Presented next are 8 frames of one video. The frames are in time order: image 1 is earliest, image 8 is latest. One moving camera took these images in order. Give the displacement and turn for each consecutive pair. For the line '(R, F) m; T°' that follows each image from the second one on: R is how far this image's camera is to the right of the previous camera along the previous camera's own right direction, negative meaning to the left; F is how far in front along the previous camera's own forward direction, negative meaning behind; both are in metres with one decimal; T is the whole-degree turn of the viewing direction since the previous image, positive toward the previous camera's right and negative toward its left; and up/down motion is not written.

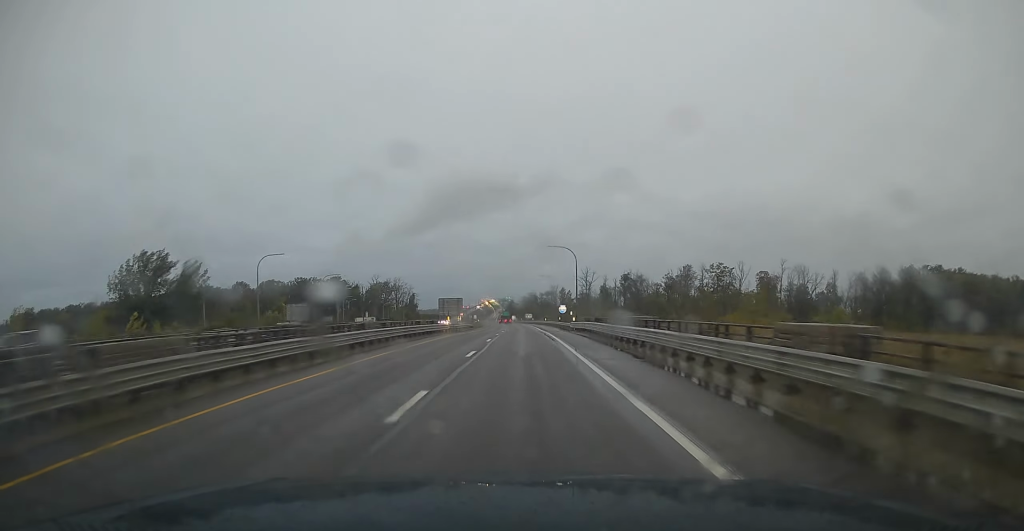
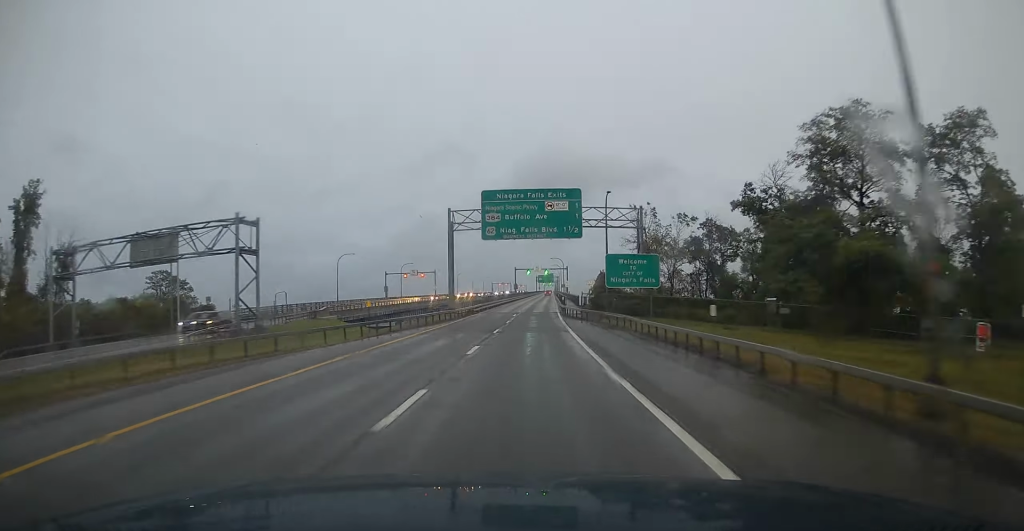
(-13.2, +412.0) m; -1°
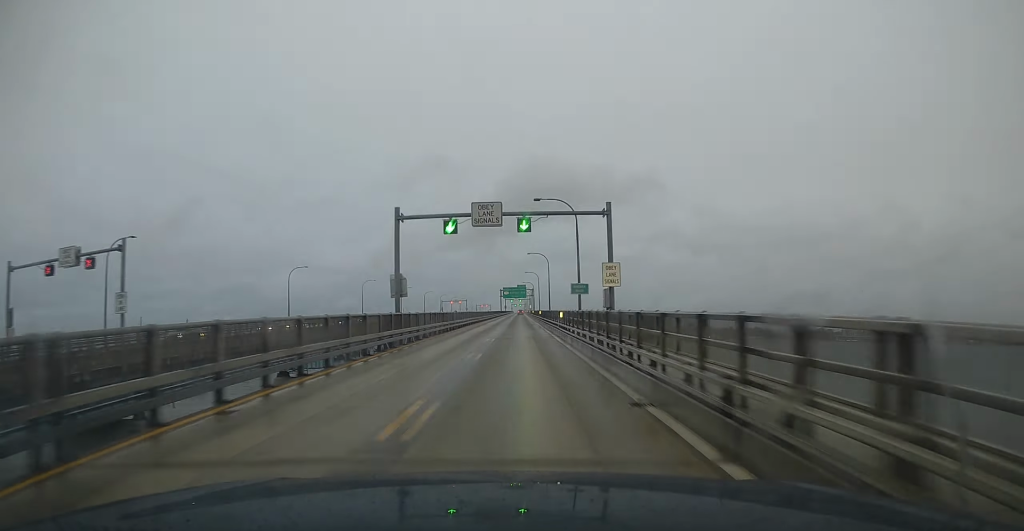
(+1.7, +103.8) m; +1°
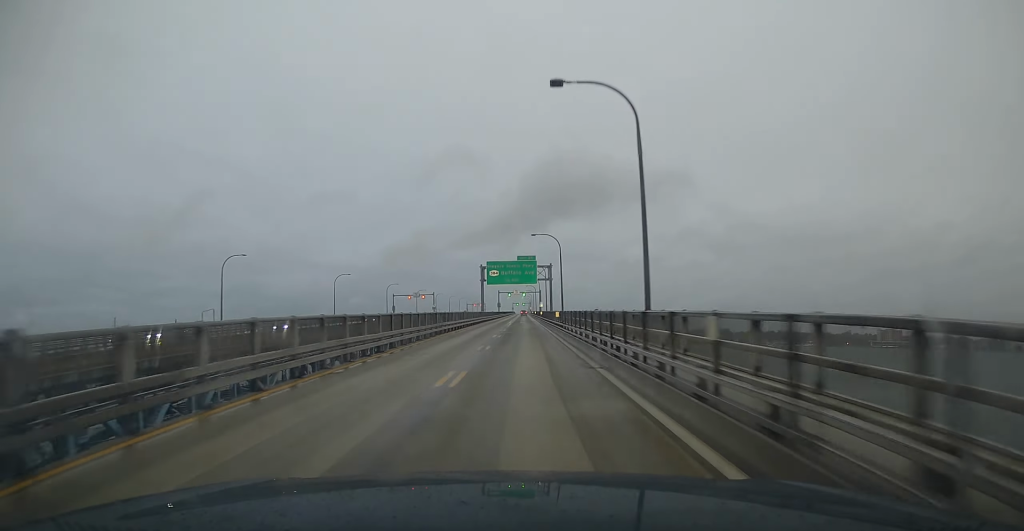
(+0.9, +115.9) m; 0°
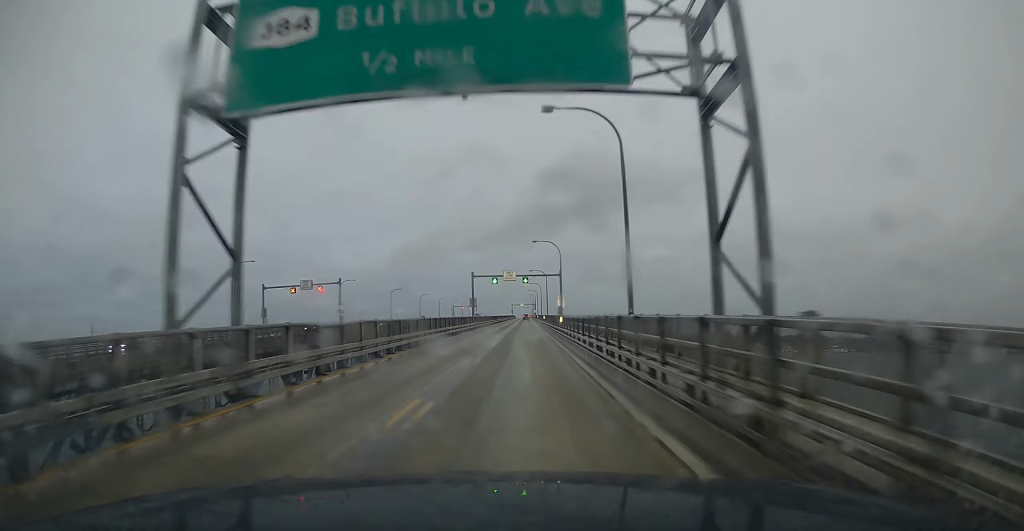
(0.0, +89.3) m; 0°
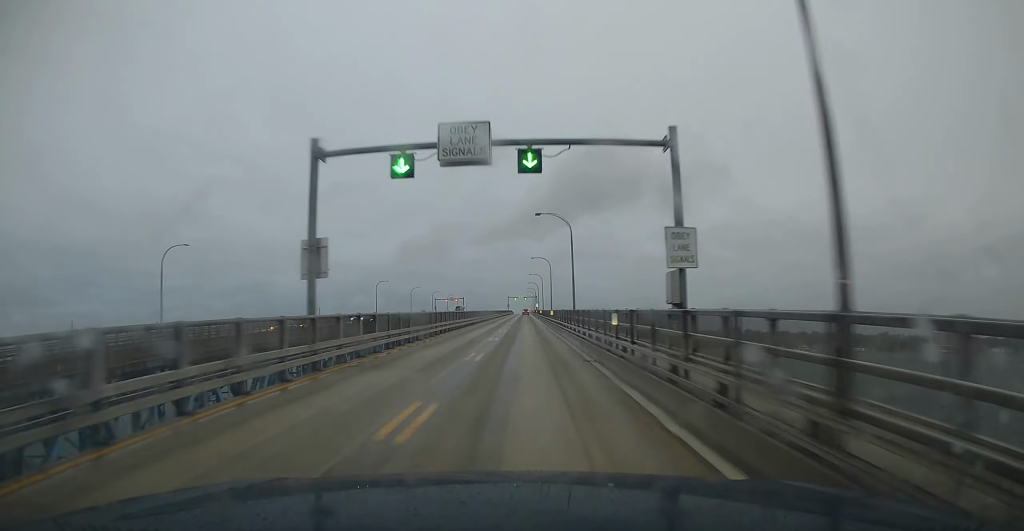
(0.0, +61.3) m; 0°
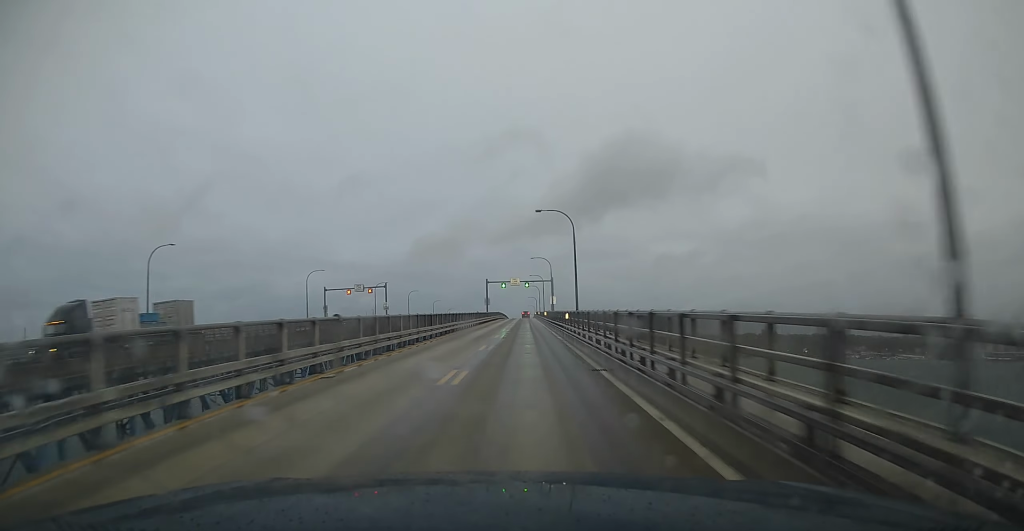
(0.0, +138.6) m; 0°
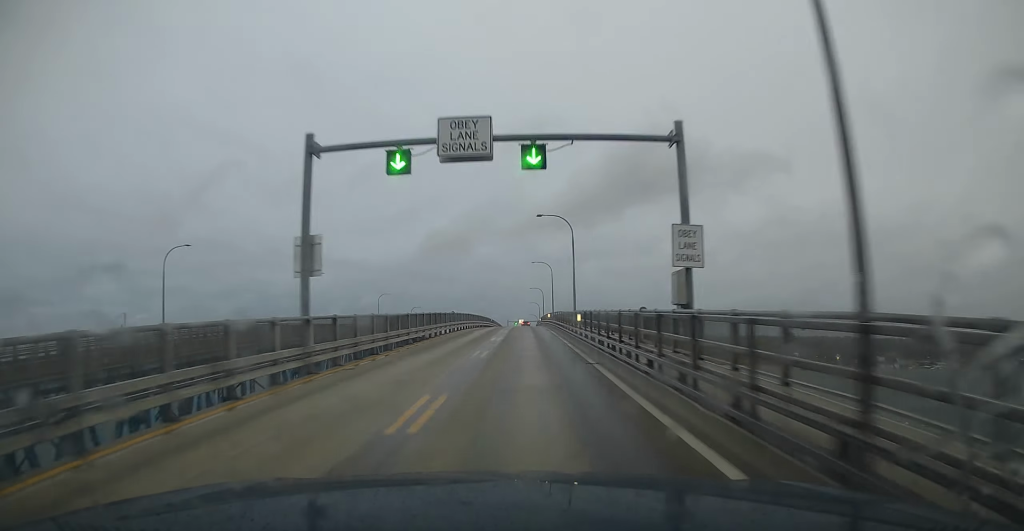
(0.0, +89.3) m; 0°
